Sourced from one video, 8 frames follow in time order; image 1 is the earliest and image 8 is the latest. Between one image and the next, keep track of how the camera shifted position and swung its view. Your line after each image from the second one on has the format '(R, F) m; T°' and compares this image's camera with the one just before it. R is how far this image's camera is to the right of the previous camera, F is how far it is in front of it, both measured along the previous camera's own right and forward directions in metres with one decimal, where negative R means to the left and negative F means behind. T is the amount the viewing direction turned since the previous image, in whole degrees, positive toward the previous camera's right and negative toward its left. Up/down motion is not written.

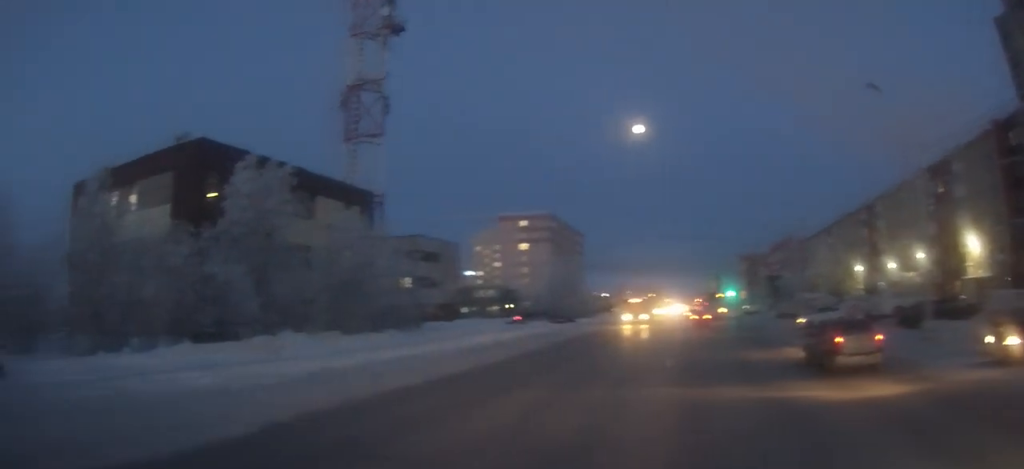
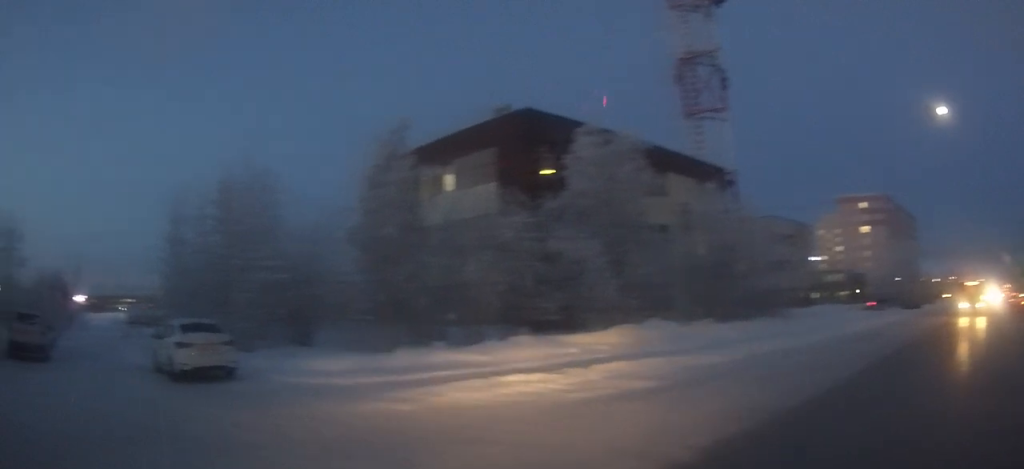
(-1.0, +3.8) m; -29°
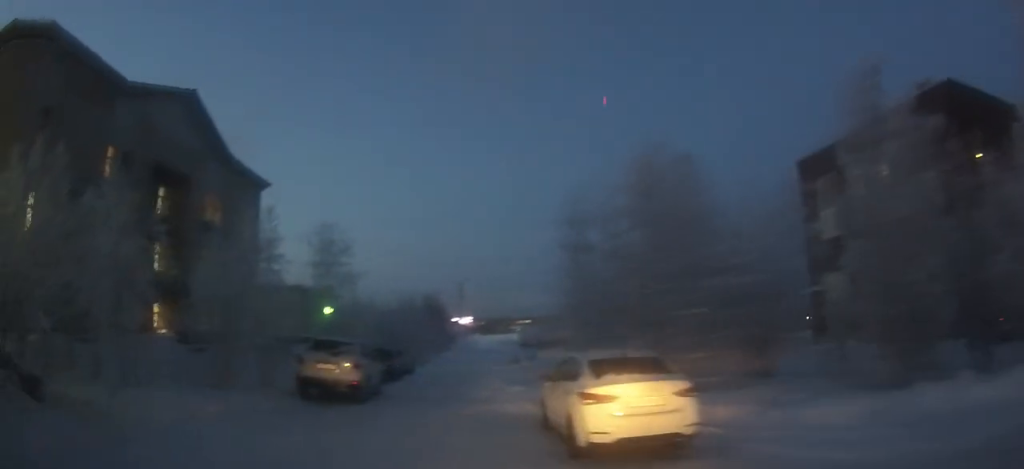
(-1.3, +5.5) m; -23°
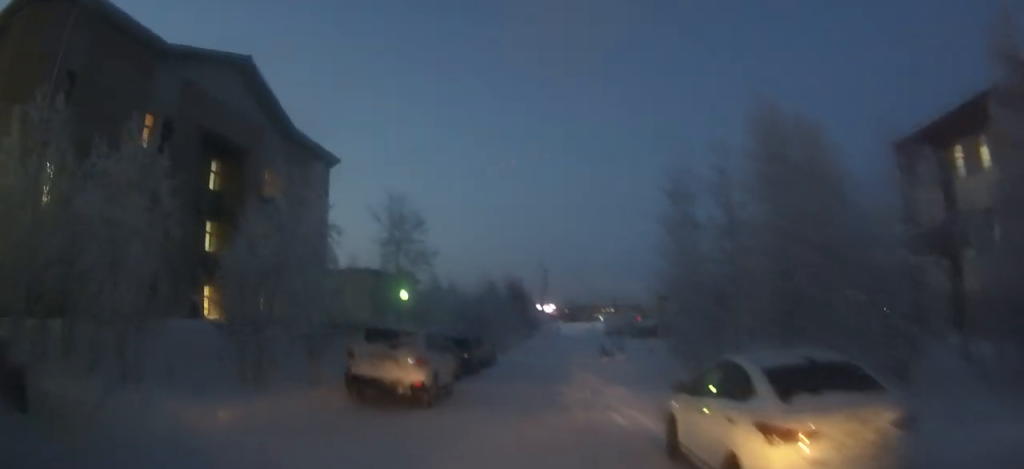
(-0.2, +2.8) m; -3°
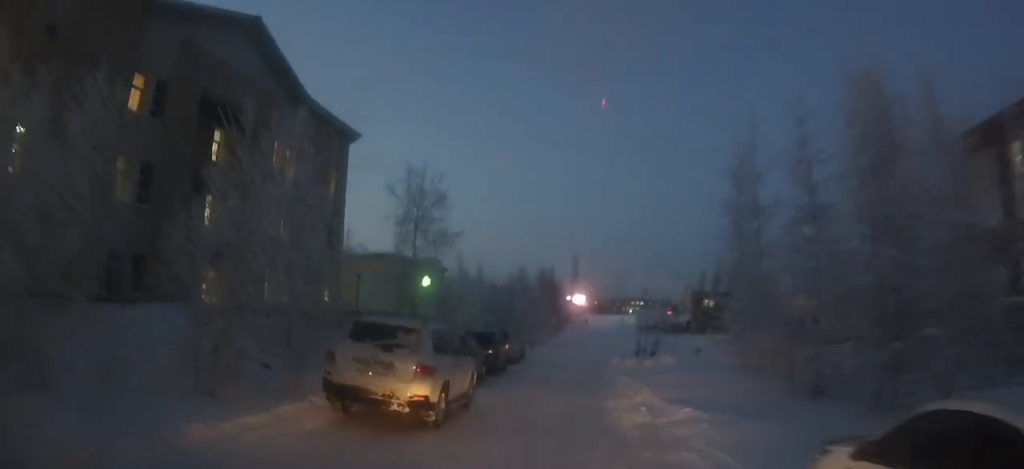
(0.0, +3.2) m; -1°
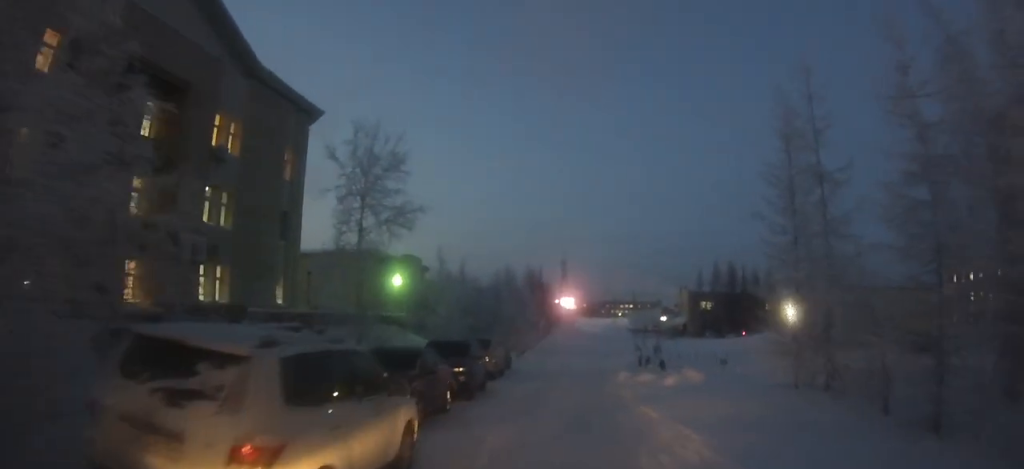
(0.0, +5.5) m; +2°
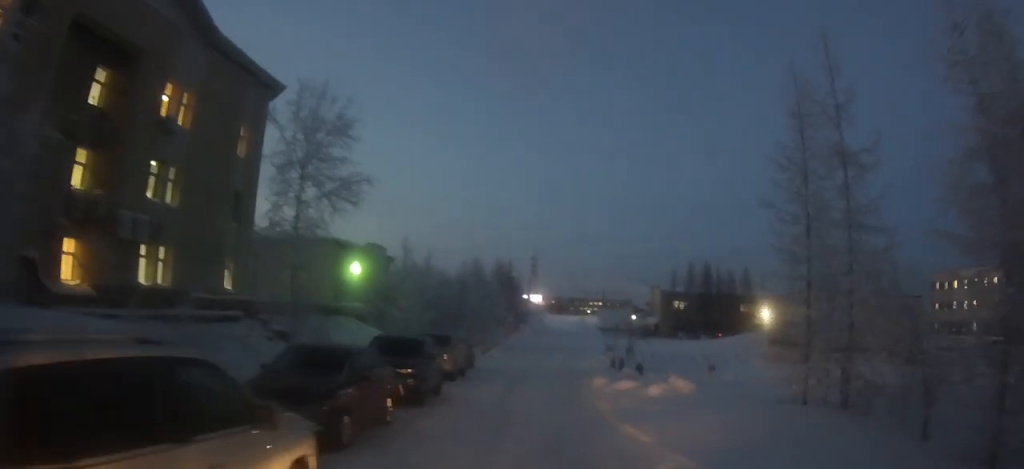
(+0.1, +2.6) m; +2°
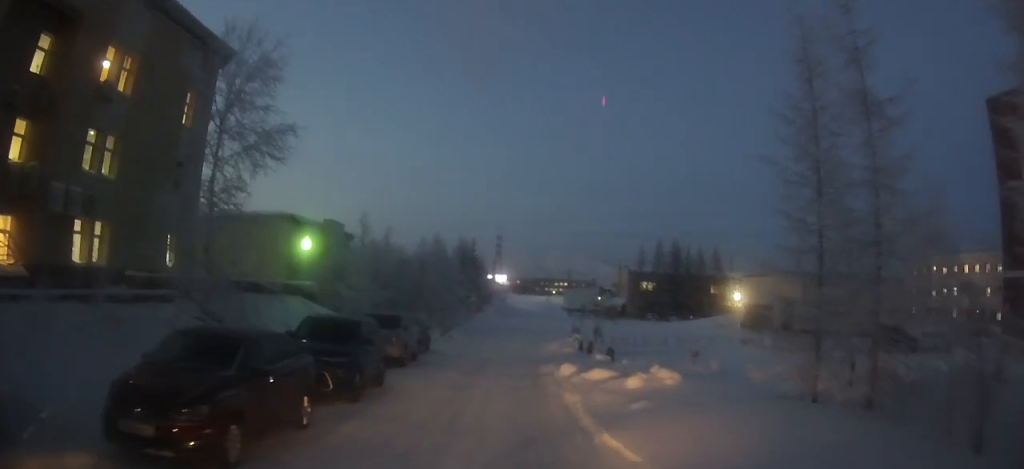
(+0.1, +2.5) m; +1°
